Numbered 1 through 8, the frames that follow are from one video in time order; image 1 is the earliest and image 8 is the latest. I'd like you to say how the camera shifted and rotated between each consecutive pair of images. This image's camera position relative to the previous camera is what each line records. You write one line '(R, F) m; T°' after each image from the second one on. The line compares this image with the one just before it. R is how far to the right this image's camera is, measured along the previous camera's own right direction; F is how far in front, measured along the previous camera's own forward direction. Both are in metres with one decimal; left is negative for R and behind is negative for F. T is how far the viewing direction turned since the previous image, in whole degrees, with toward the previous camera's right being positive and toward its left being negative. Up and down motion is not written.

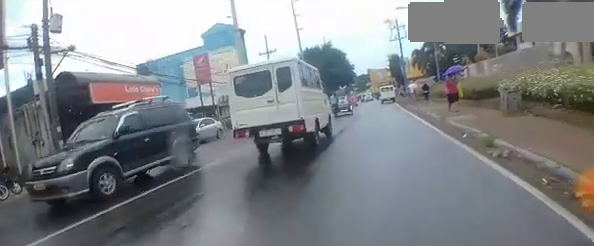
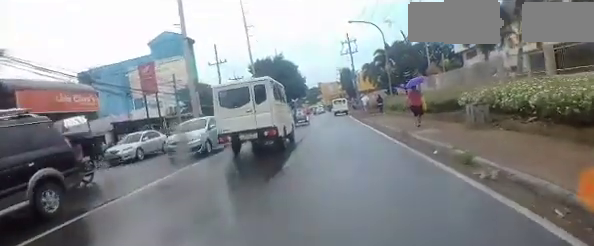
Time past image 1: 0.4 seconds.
(0.0, +0.9) m; +5°
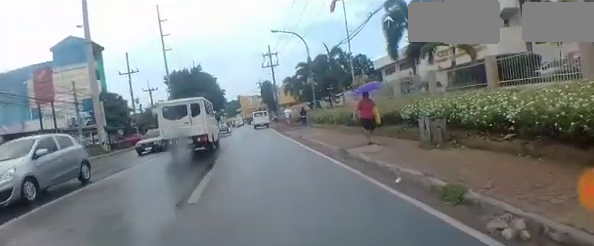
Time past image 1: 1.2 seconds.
(+0.1, +1.6) m; +19°
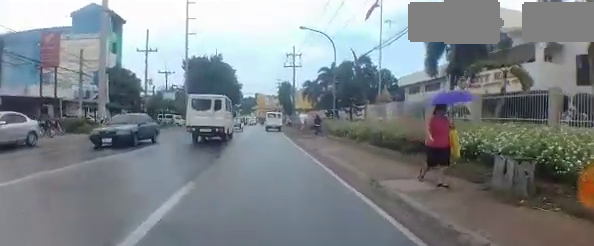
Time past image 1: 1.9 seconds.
(+0.4, +1.7) m; +9°
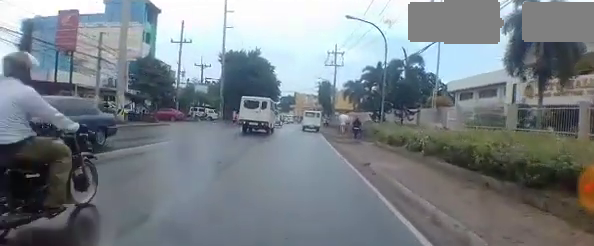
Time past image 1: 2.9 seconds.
(+0.1, +2.8) m; +8°
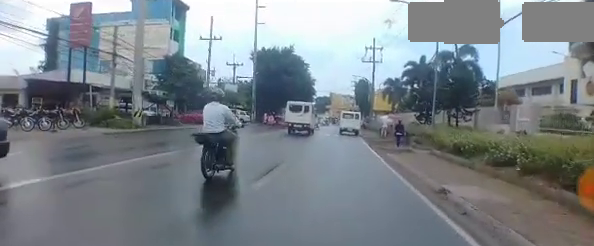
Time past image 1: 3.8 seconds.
(+0.1, +2.7) m; +6°
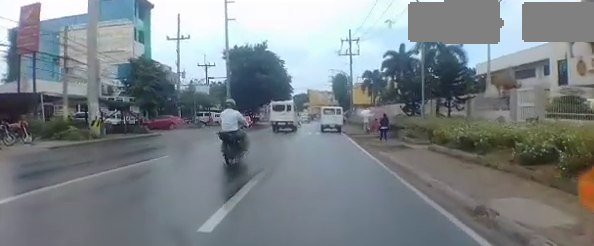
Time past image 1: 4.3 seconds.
(+0.3, +1.9) m; +3°
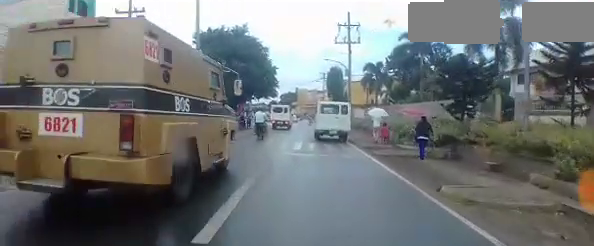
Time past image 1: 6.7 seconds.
(0.0, +9.8) m; +1°
